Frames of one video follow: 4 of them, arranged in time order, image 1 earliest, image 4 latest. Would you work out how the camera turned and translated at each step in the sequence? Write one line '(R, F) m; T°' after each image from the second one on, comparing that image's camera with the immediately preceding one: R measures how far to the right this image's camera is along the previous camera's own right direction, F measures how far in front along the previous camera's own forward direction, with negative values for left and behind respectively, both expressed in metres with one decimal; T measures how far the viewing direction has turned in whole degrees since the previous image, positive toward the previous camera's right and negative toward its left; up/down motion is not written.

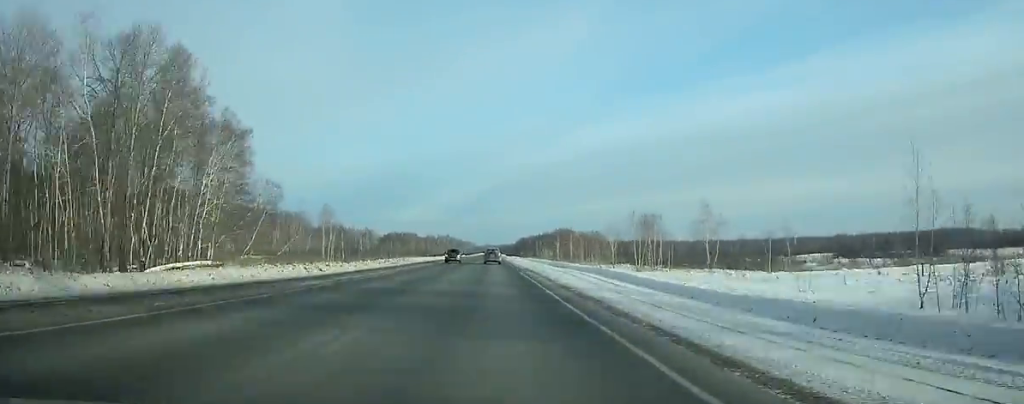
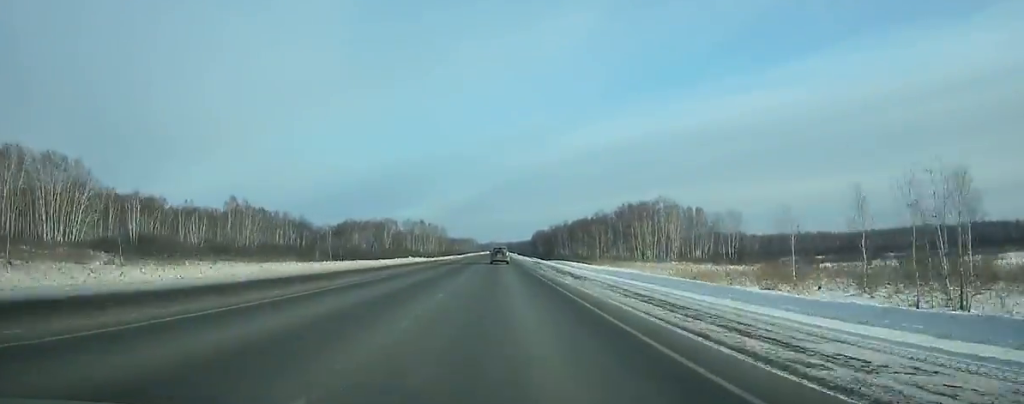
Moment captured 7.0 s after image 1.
(0.0, +184.6) m; 0°
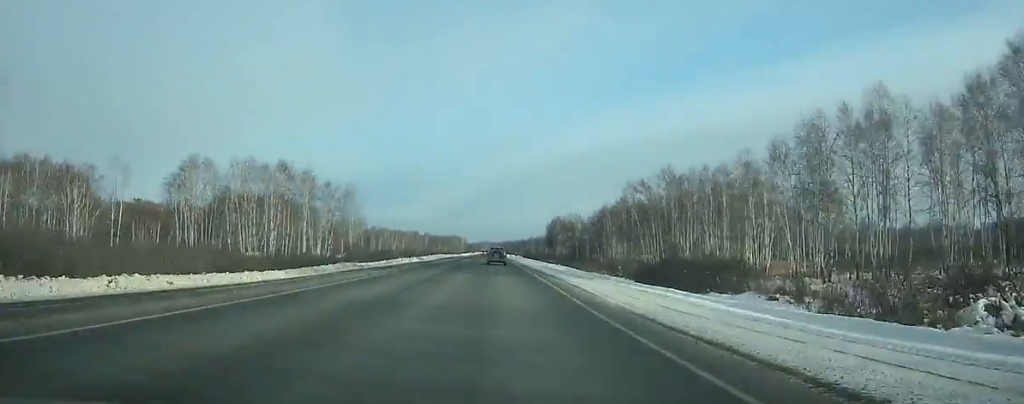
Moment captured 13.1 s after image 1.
(+0.2, +159.4) m; 0°
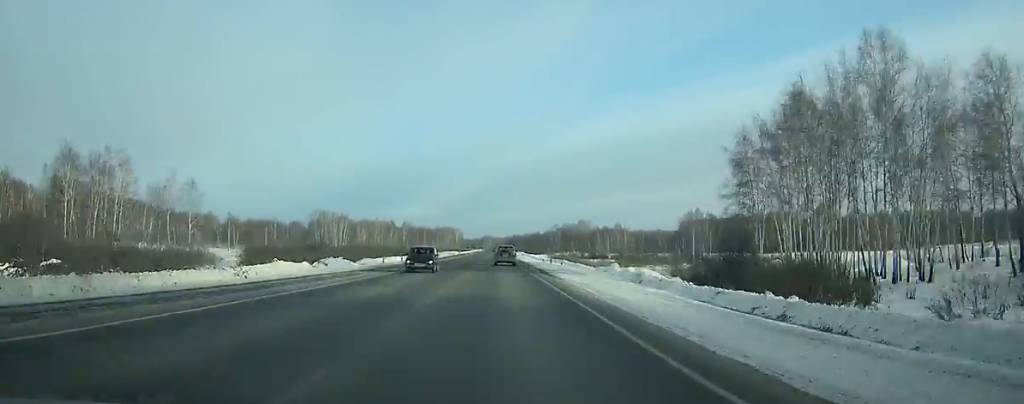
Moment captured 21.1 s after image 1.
(-0.9, +210.3) m; 0°
